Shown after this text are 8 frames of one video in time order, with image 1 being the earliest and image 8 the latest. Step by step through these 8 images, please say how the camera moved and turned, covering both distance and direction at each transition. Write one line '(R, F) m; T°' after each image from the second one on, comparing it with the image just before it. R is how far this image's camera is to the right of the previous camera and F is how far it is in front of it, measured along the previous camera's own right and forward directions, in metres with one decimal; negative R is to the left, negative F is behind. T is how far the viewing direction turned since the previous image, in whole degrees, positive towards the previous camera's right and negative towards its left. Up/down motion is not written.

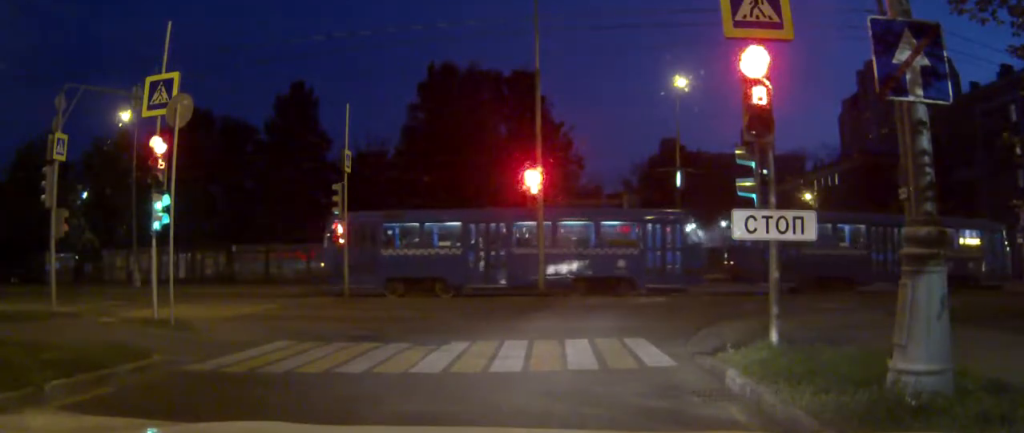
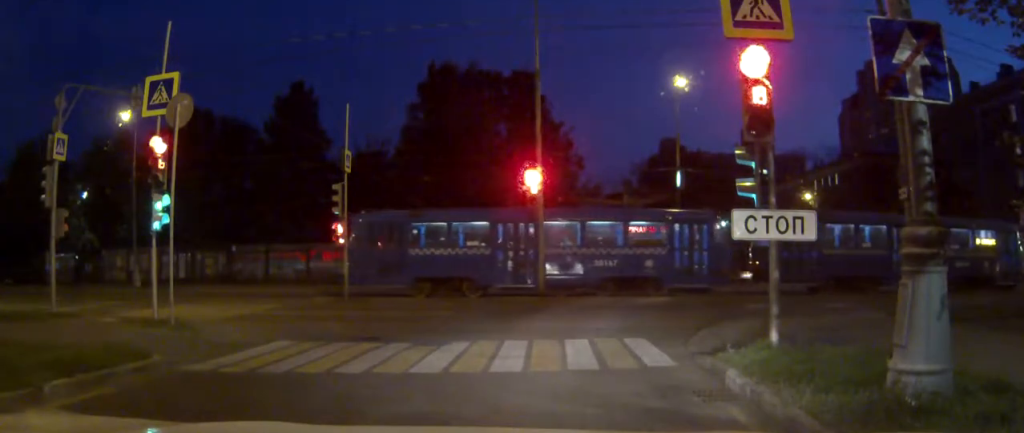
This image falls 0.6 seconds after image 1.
(0.0, 0.0) m; 0°
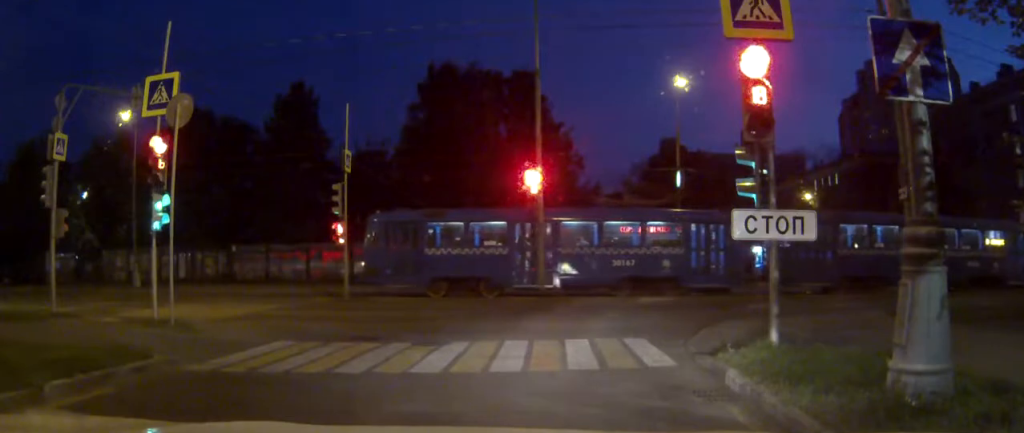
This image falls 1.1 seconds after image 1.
(0.0, 0.0) m; 0°
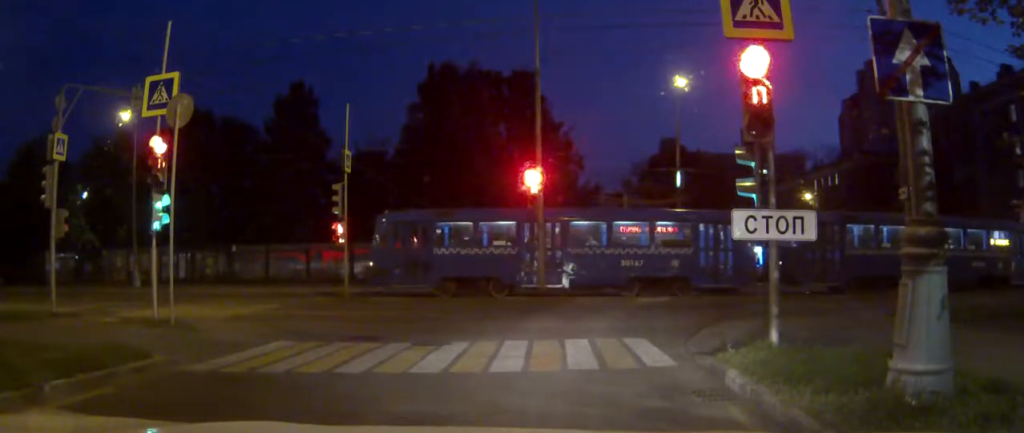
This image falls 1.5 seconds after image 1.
(0.0, 0.0) m; 0°
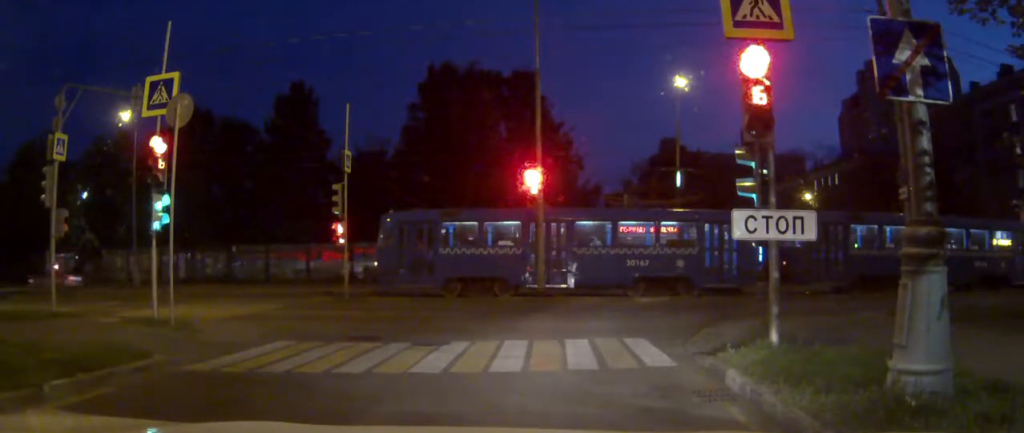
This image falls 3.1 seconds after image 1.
(0.0, 0.0) m; 0°
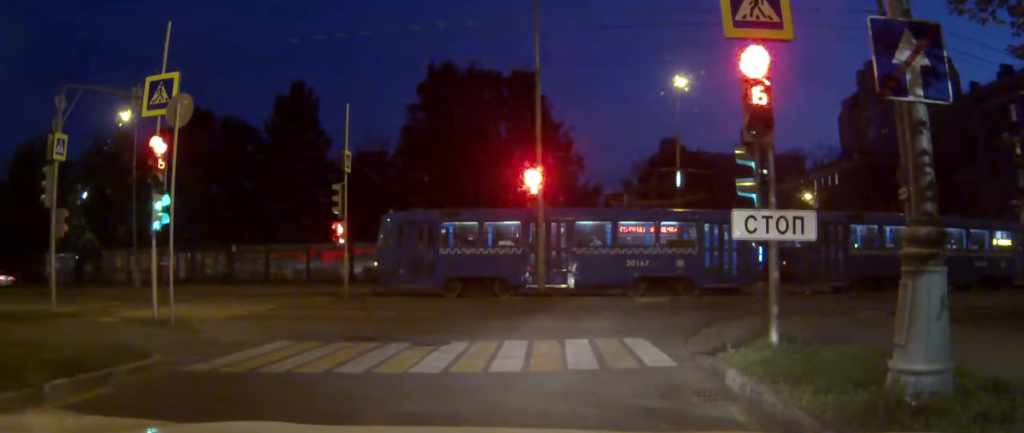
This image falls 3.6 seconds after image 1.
(0.0, 0.0) m; 0°
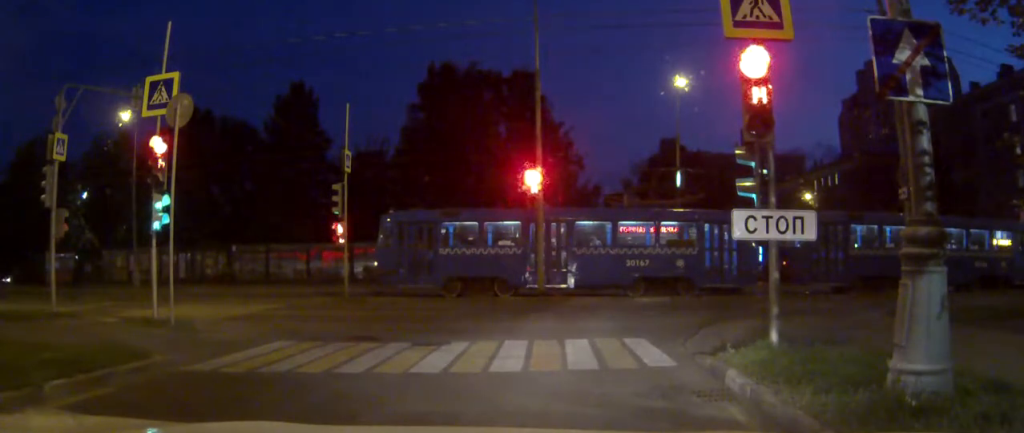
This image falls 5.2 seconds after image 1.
(0.0, 0.0) m; 0°
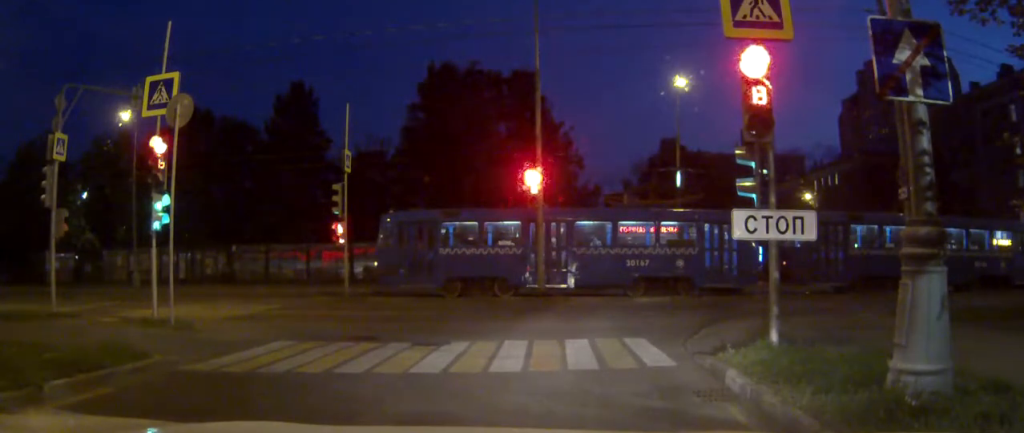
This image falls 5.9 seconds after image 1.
(0.0, 0.0) m; 0°
